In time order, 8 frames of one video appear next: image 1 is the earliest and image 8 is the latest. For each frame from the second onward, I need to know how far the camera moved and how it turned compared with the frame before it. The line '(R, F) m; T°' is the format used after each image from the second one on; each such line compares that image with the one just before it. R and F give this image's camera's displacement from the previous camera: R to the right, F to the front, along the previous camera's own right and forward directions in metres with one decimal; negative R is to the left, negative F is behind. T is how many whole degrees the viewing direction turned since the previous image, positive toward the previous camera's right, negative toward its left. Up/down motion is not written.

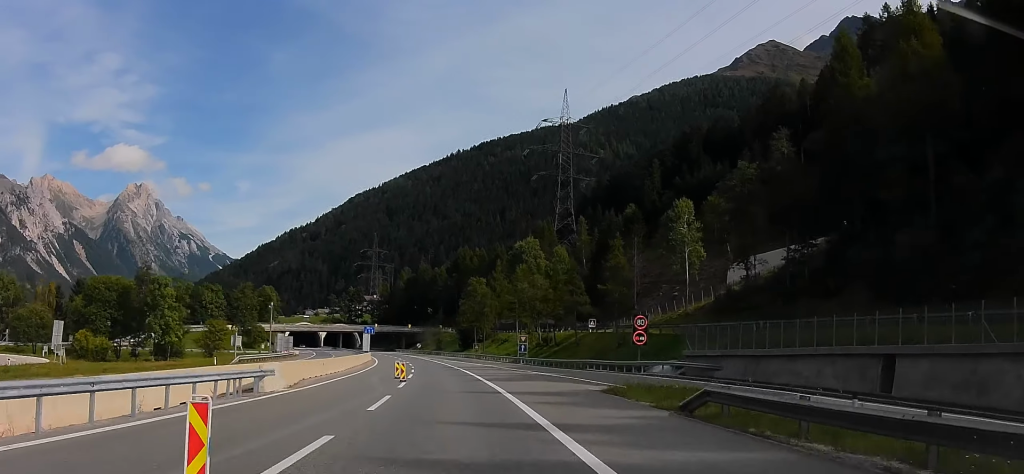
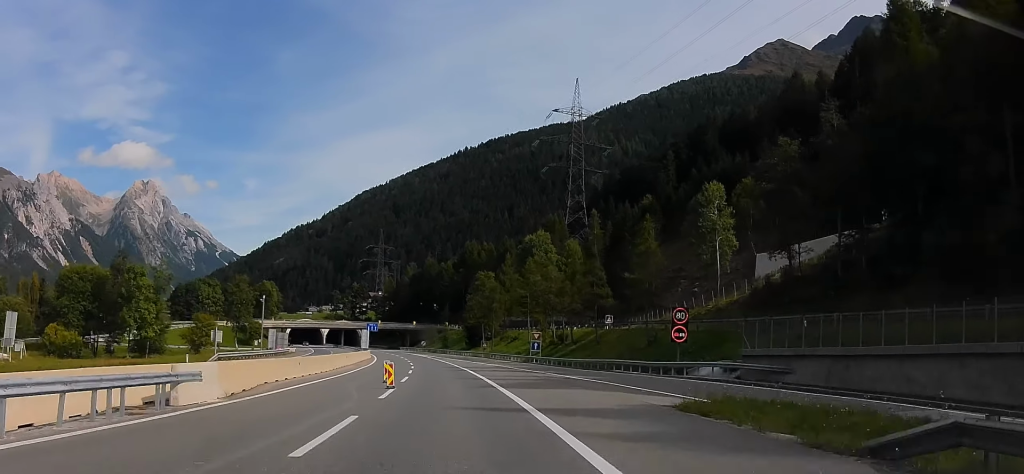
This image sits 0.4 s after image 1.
(0.0, +8.7) m; 0°
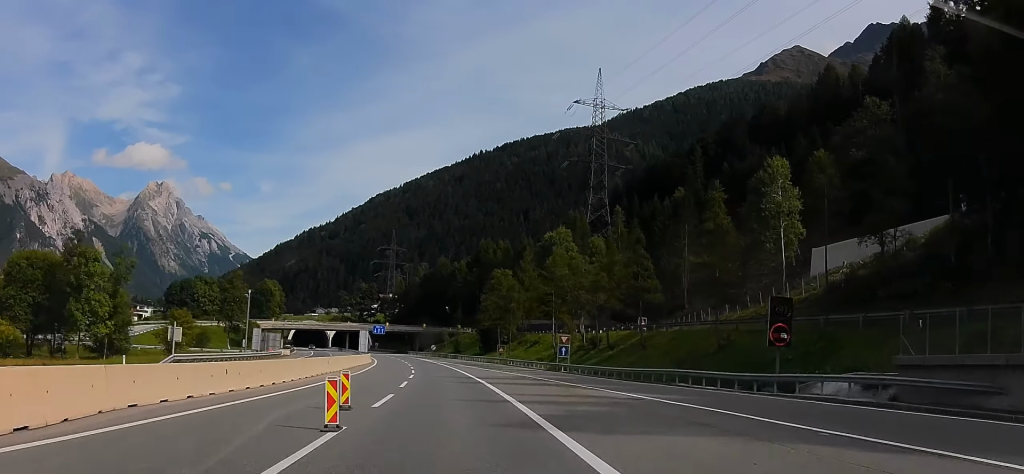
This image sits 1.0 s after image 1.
(0.0, +13.8) m; 0°
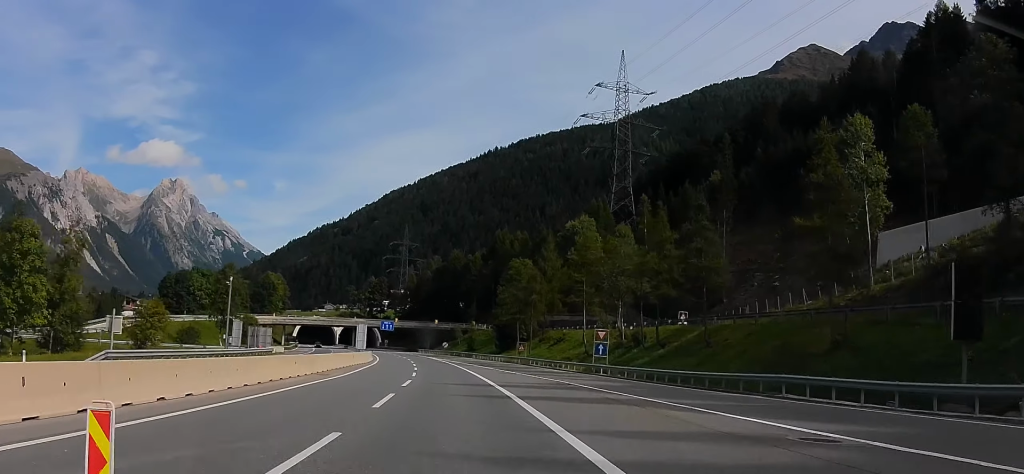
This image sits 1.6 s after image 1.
(0.0, +13.0) m; 0°
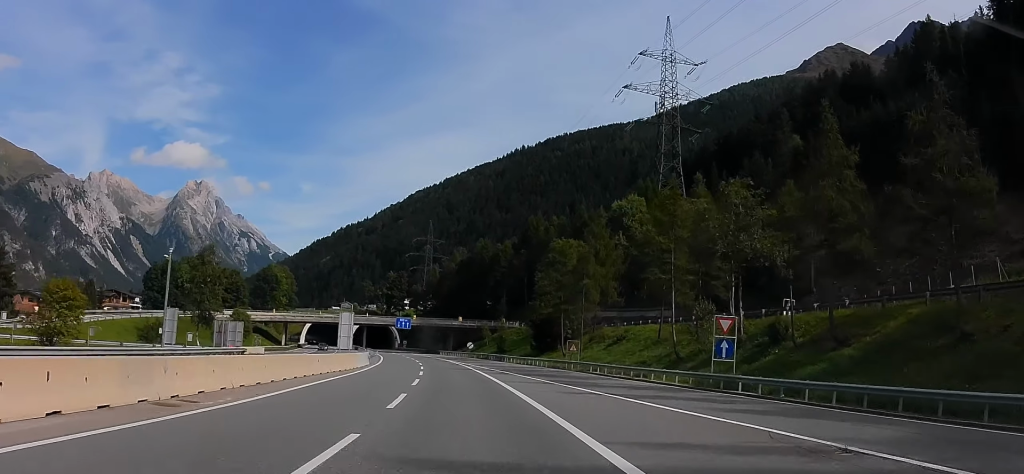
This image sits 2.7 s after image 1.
(0.0, +23.9) m; 0°
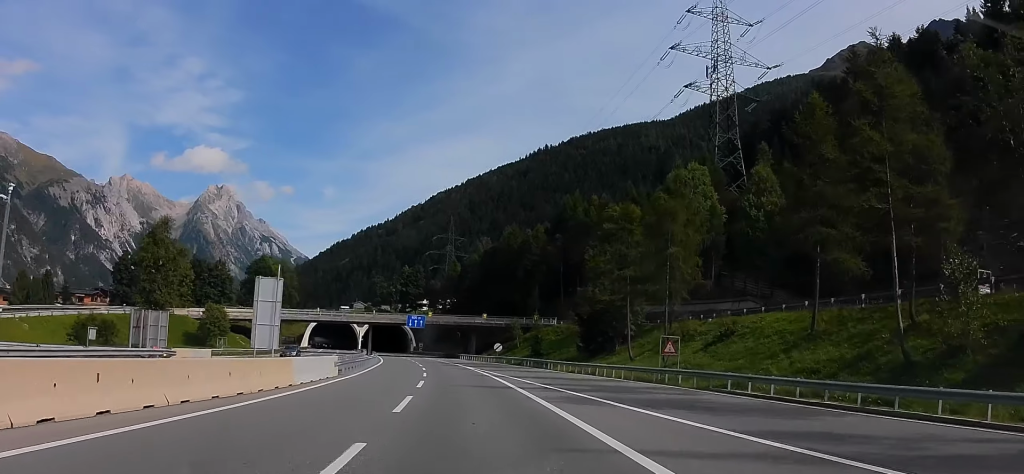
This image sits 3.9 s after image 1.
(0.0, +25.3) m; 0°
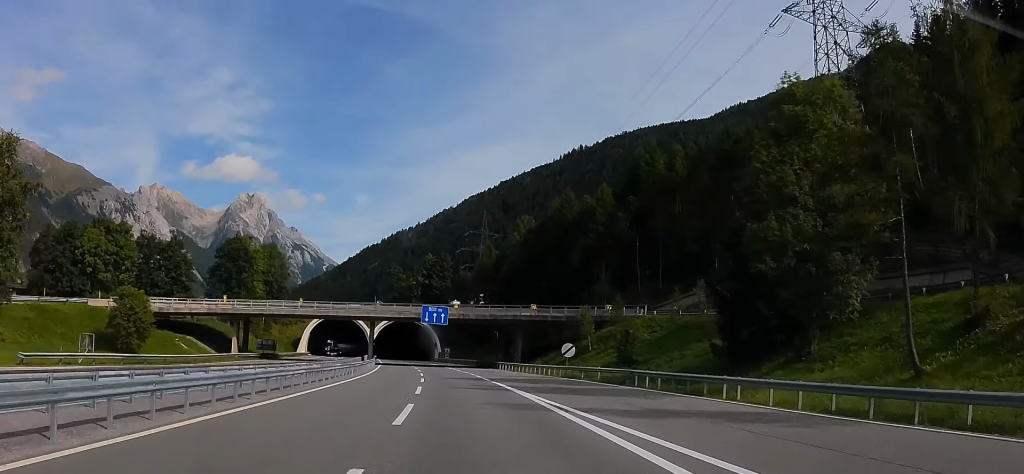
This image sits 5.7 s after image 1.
(-1.6, +38.3) m; -5°
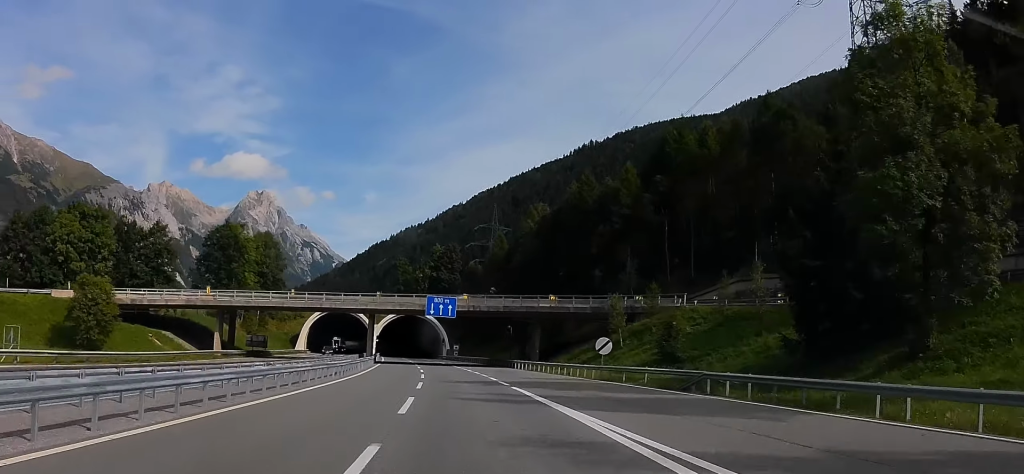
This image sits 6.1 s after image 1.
(-0.1, +10.1) m; -1°
